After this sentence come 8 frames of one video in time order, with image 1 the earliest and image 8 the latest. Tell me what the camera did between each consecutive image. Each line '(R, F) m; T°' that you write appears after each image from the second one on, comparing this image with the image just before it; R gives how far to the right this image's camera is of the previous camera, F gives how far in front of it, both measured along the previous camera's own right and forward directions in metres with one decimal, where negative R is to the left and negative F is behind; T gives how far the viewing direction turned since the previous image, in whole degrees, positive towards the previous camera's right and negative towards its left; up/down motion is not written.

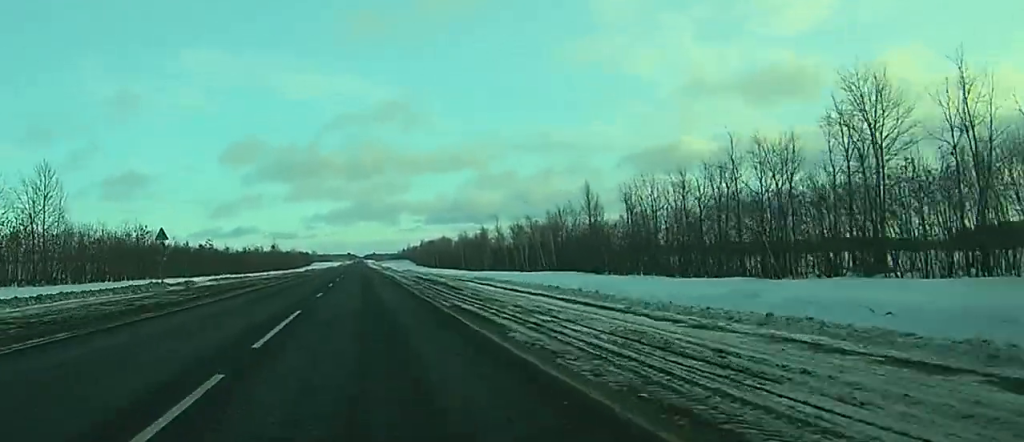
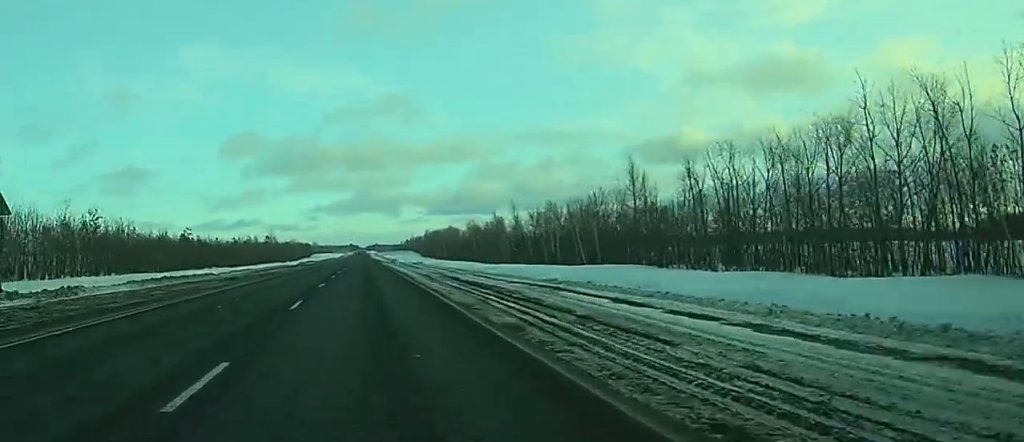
(-0.1, +23.1) m; +1°
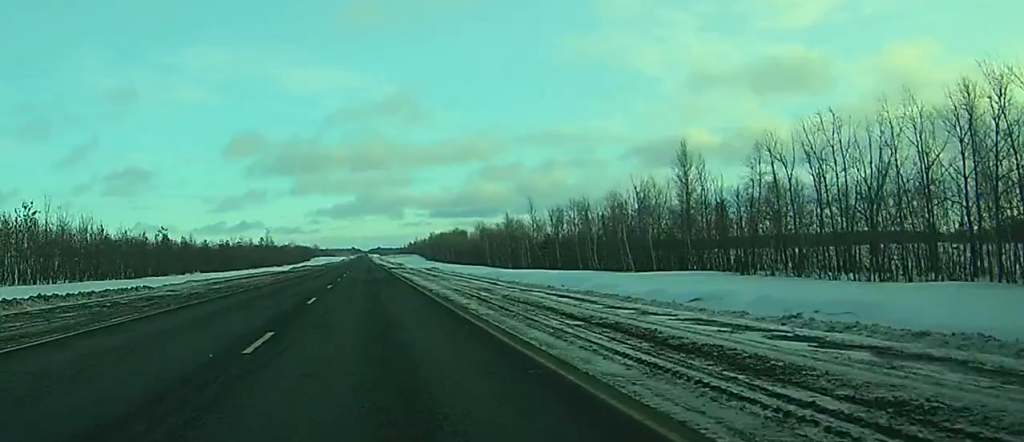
(+0.5, +19.7) m; +1°
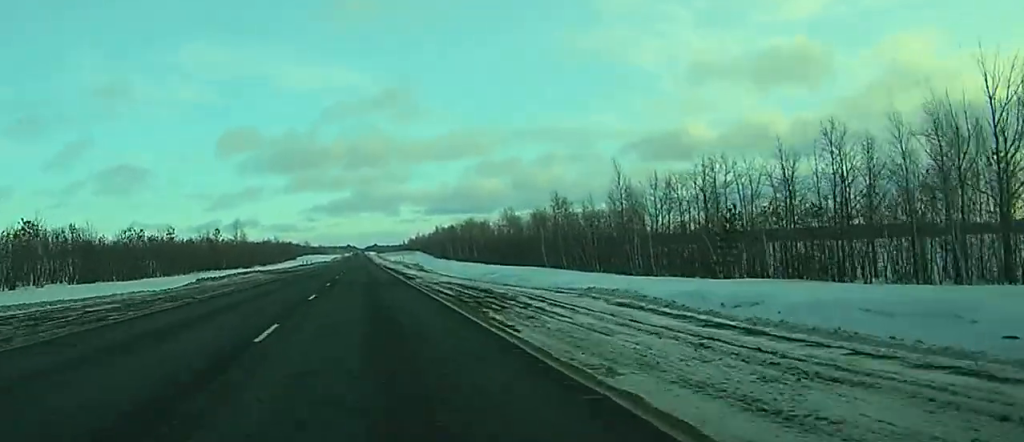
(-0.7, +71.1) m; -1°
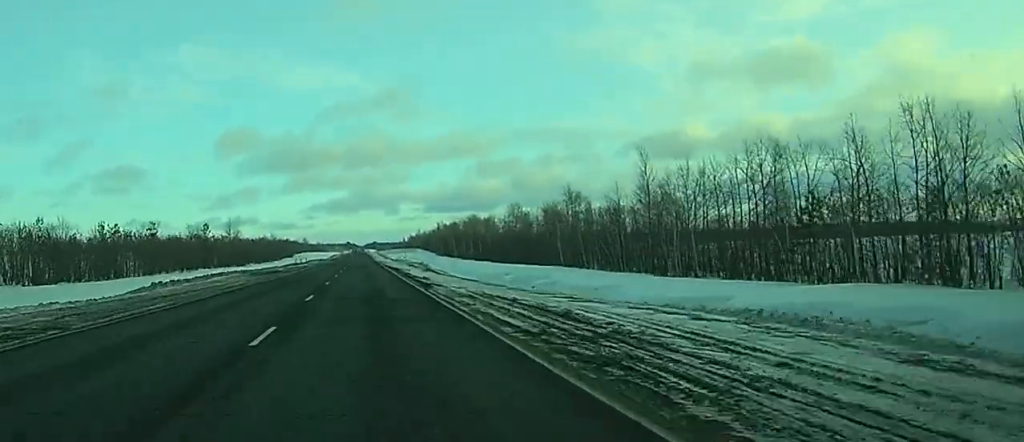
(0.0, +12.3) m; 0°
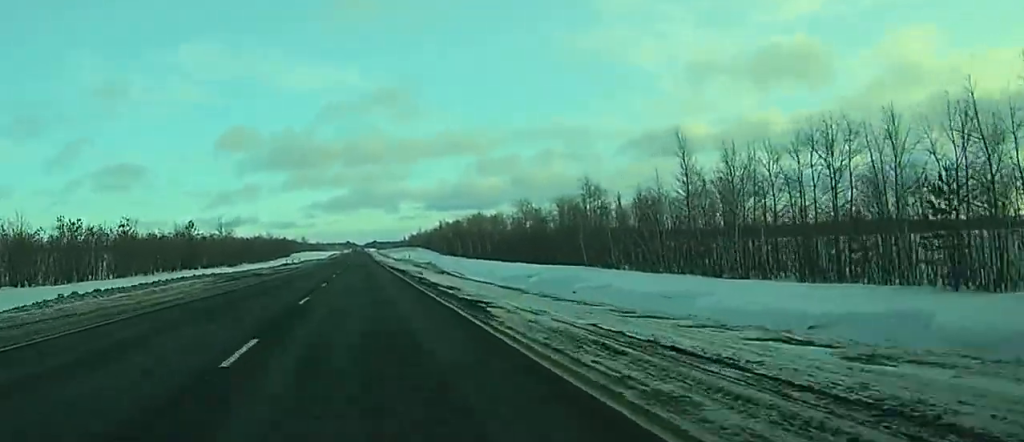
(-0.1, +14.2) m; 0°
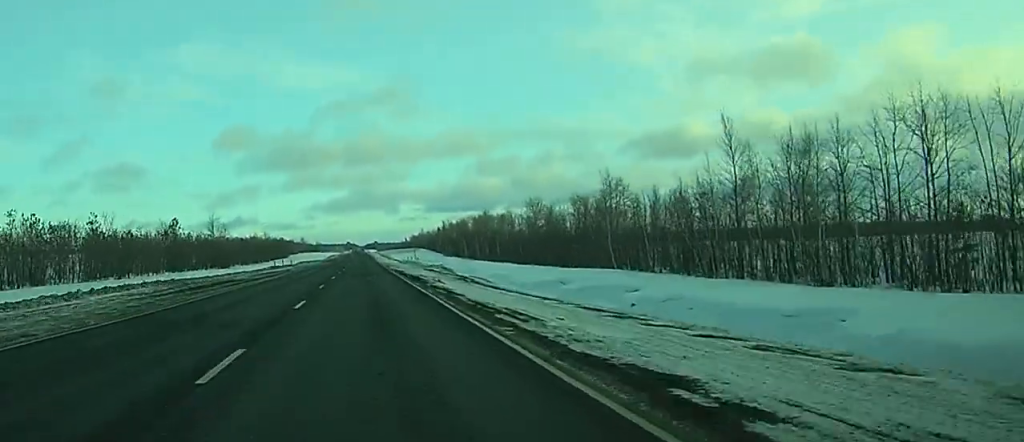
(-0.1, +13.3) m; 0°
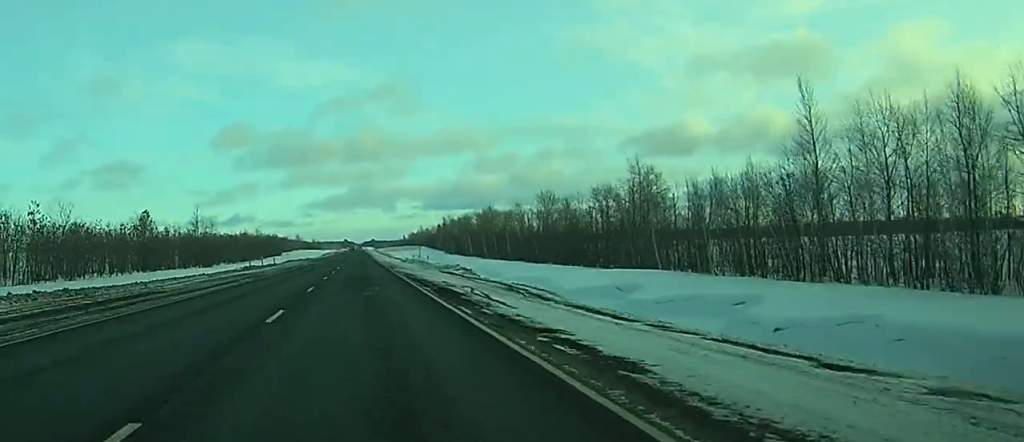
(0.0, +17.1) m; 0°
